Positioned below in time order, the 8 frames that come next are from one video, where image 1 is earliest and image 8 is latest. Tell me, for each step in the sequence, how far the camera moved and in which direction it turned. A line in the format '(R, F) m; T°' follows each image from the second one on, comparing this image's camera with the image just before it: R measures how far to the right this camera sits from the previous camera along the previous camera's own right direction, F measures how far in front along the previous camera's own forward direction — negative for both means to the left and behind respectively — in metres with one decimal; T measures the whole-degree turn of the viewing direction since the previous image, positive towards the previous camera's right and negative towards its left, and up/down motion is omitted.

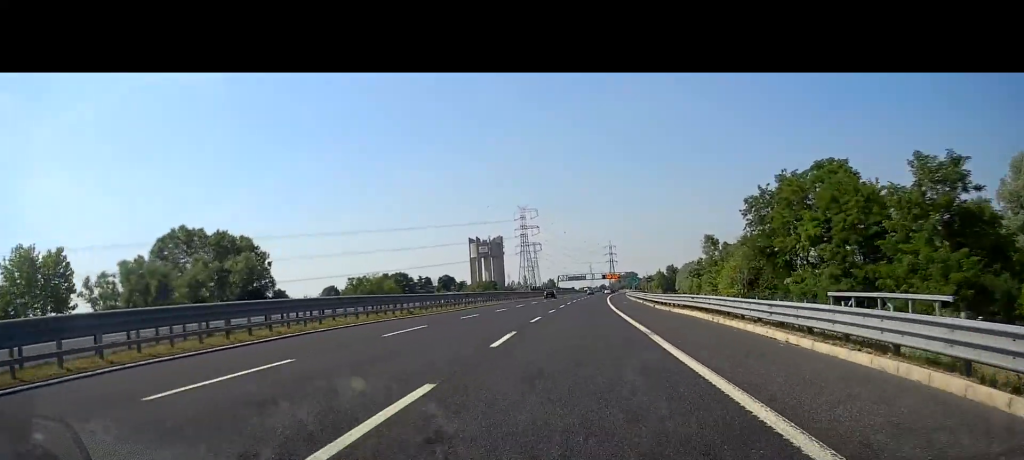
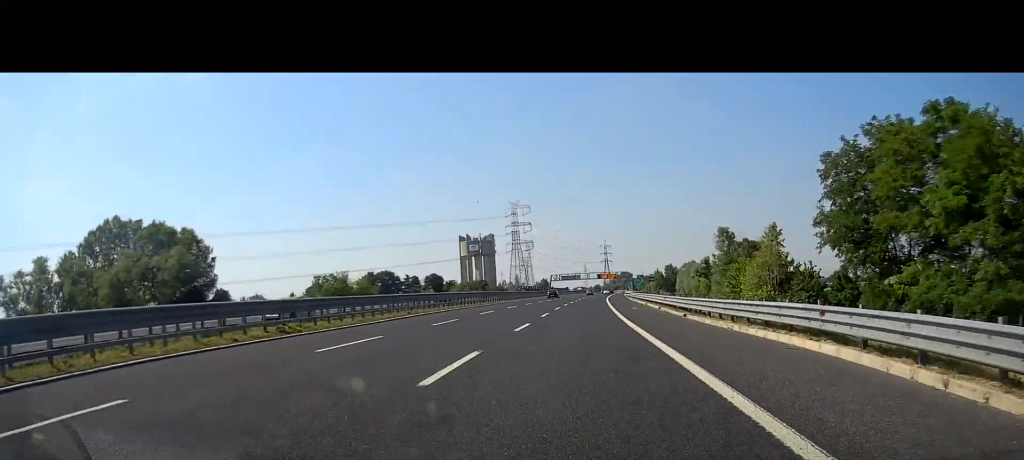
(+0.3, +16.8) m; +1°
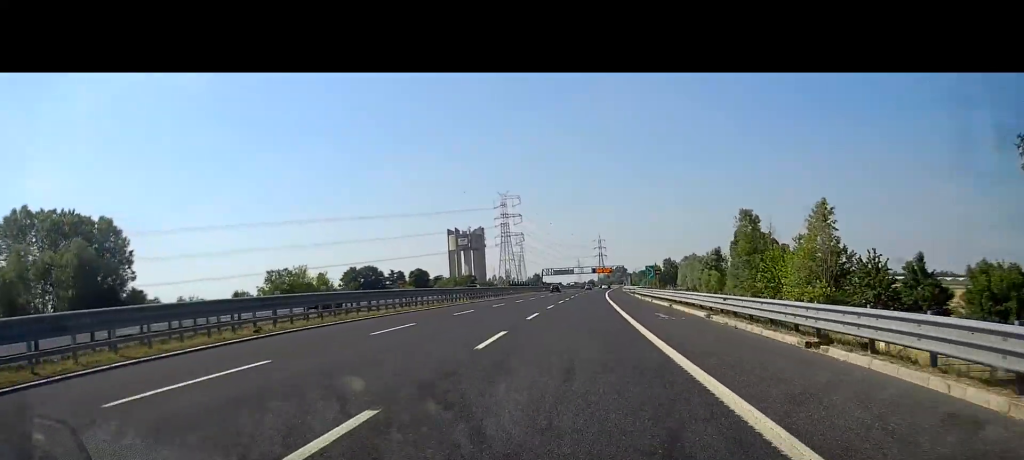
(+0.1, +18.6) m; +1°
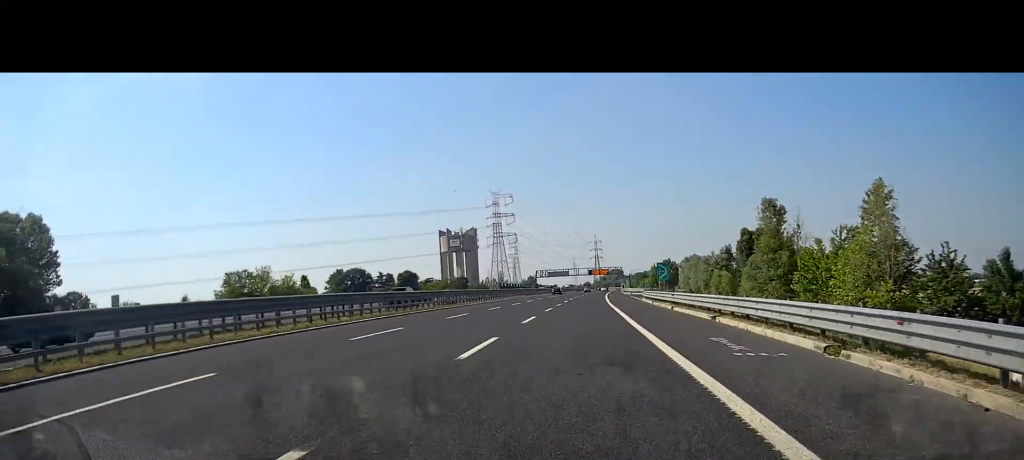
(0.0, +13.3) m; 0°
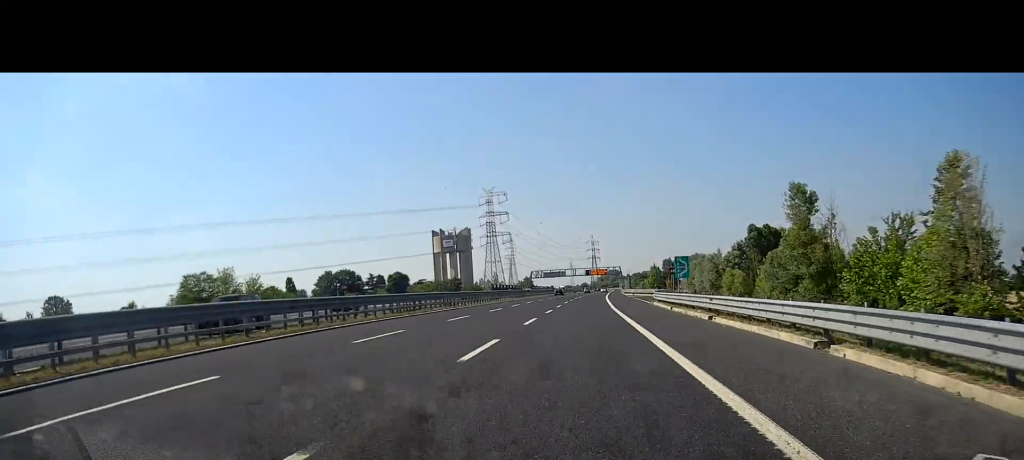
(+0.1, +11.5) m; 0°
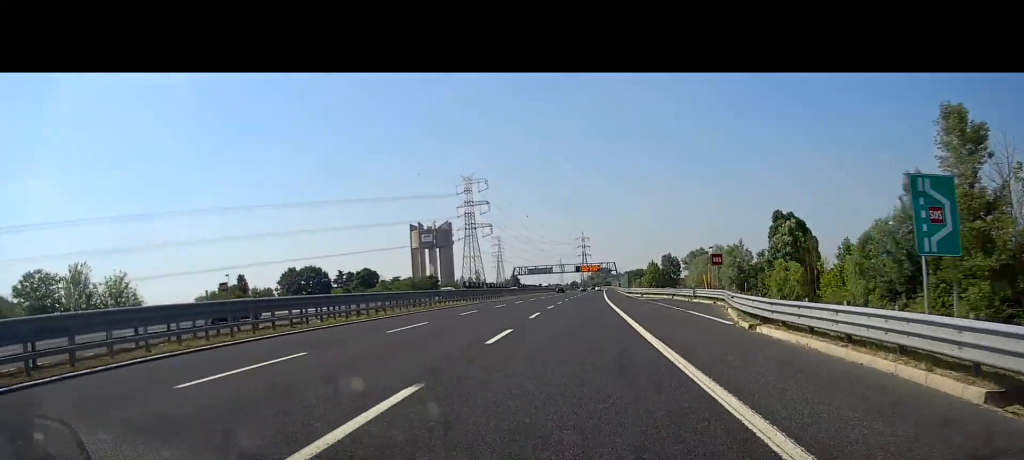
(+0.3, +31.0) m; +1°
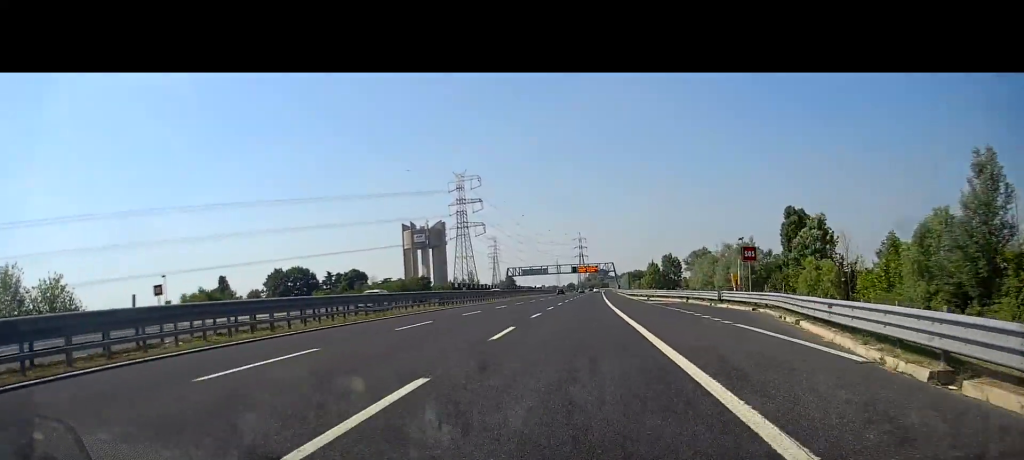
(0.0, +10.6) m; 0°
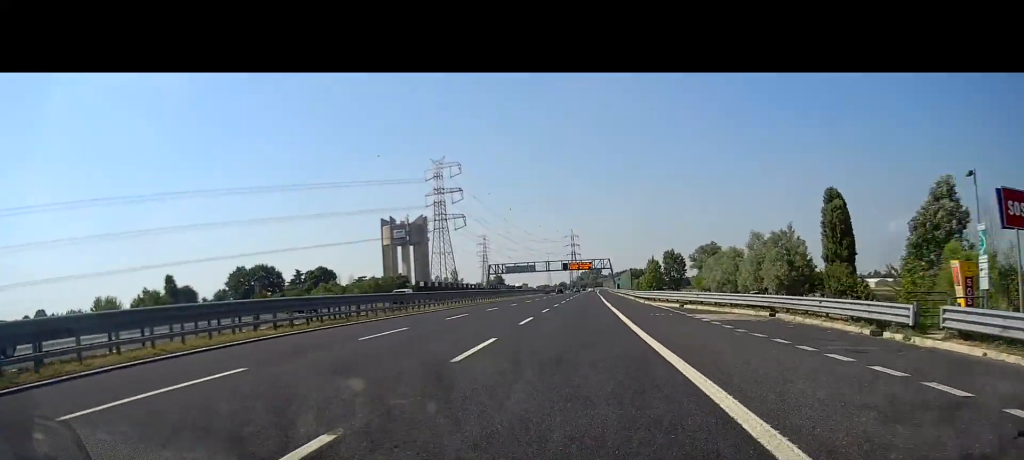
(+0.1, +26.4) m; 0°
